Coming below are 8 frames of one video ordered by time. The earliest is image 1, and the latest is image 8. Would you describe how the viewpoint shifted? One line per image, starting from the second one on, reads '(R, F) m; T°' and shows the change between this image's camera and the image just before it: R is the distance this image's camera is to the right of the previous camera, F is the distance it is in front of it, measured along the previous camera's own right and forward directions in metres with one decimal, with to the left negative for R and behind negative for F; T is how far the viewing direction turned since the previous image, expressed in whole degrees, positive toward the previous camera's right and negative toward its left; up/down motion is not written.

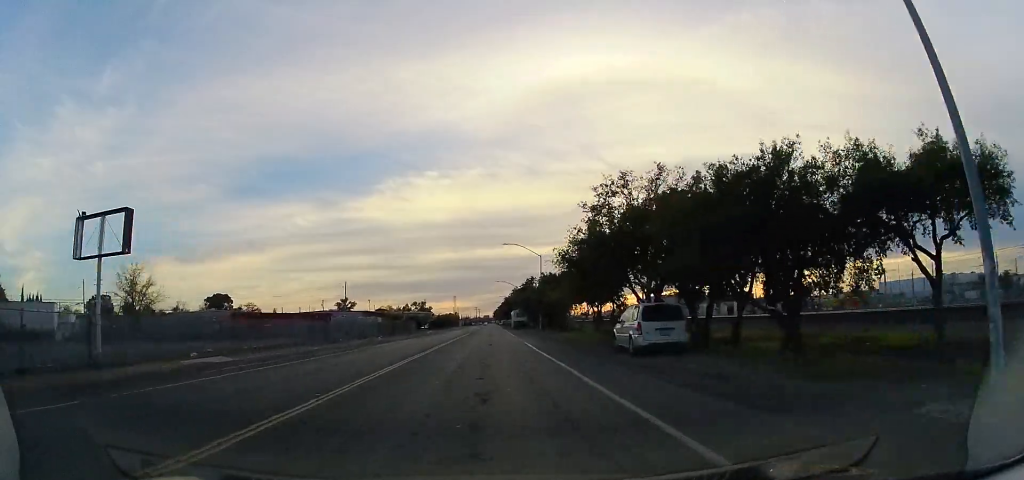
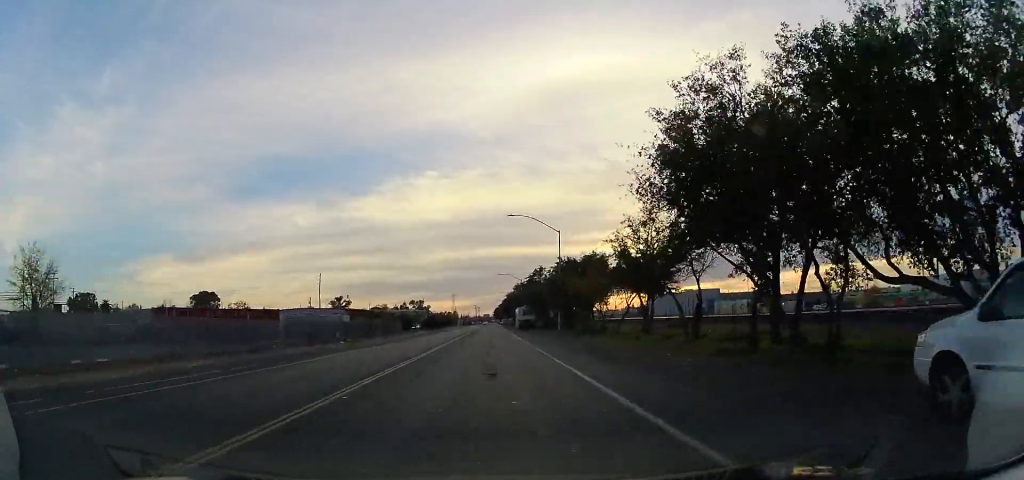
(-0.1, +15.9) m; 0°
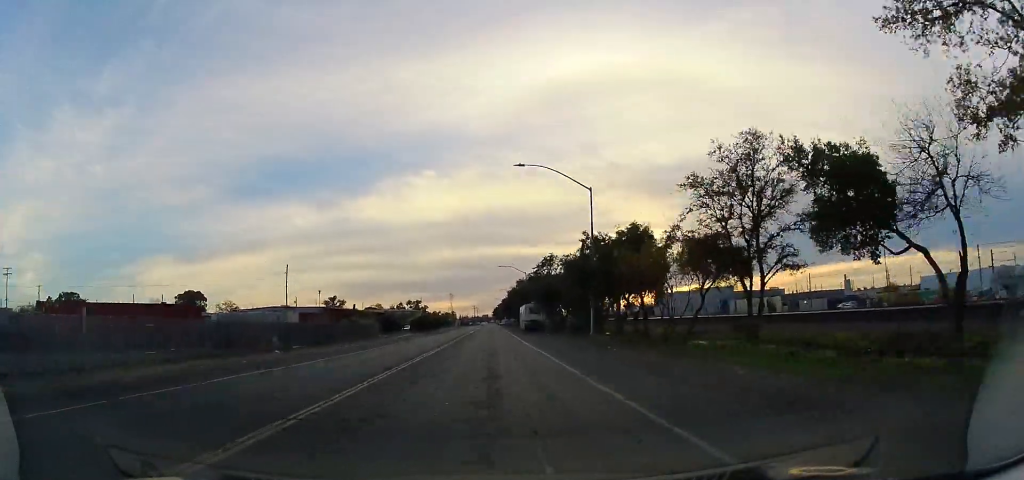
(+0.2, +14.3) m; 0°
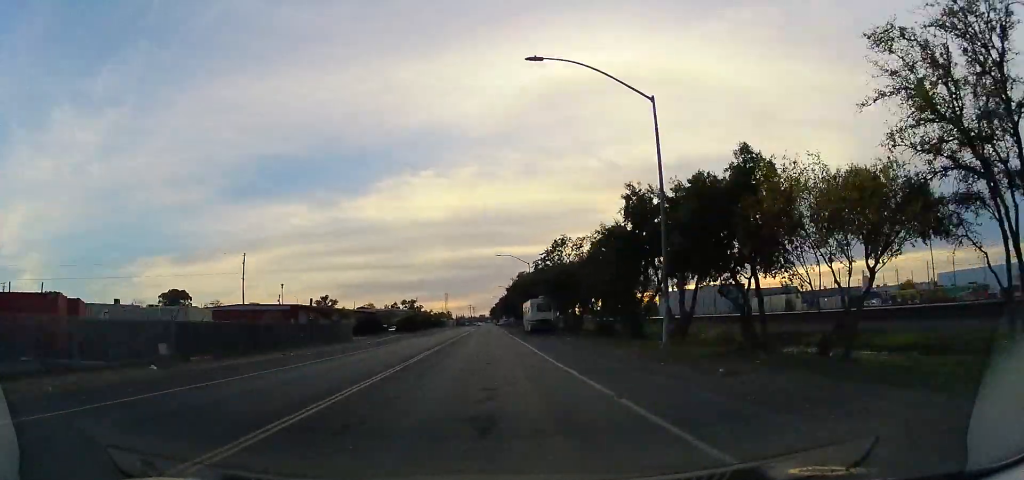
(-0.3, +12.7) m; 0°
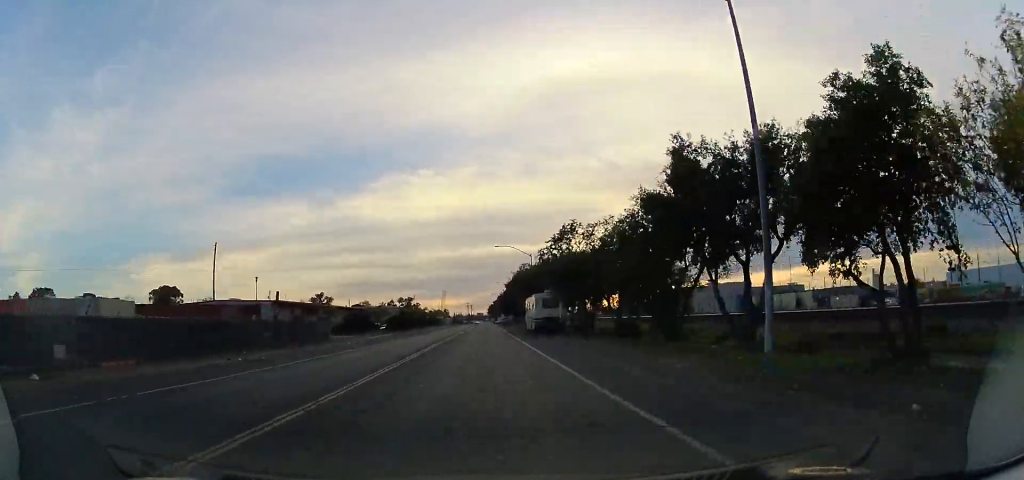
(+0.1, +6.7) m; 0°
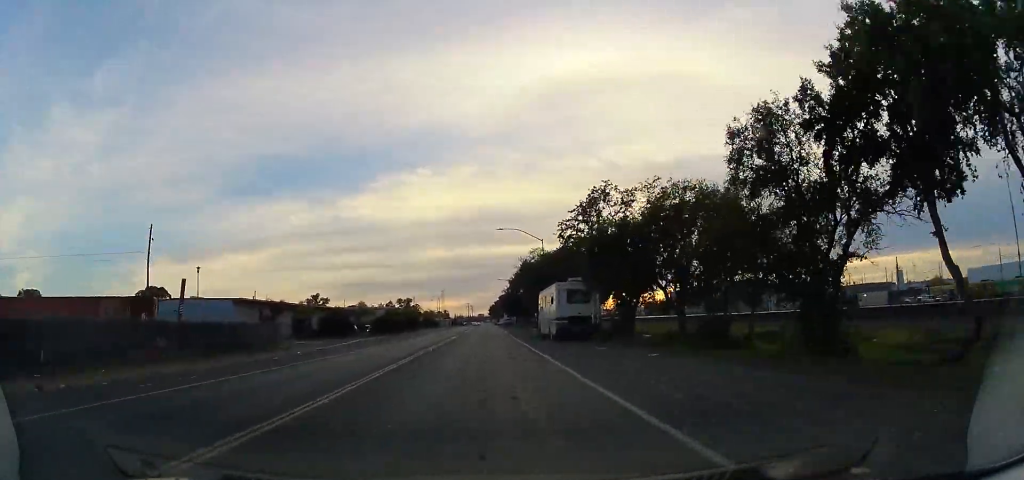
(+0.2, +12.2) m; +1°
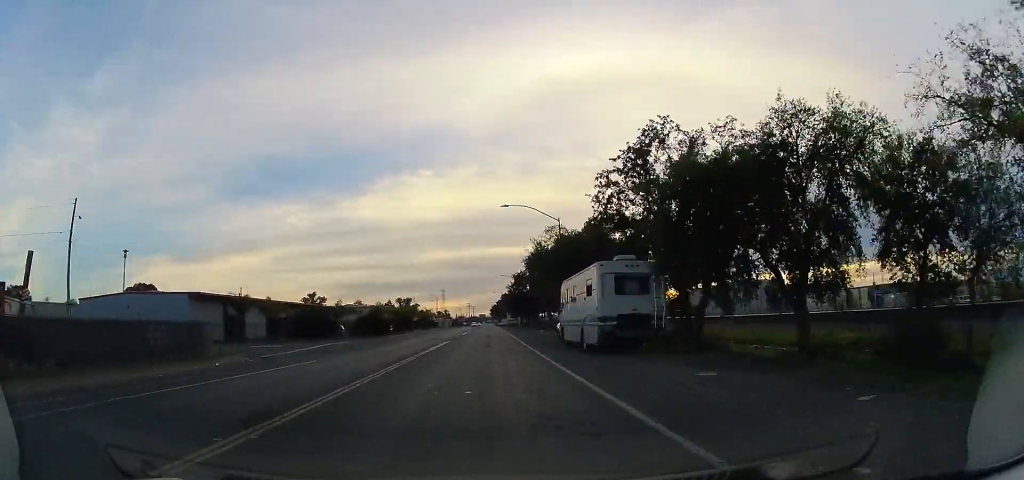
(0.0, +10.6) m; 0°
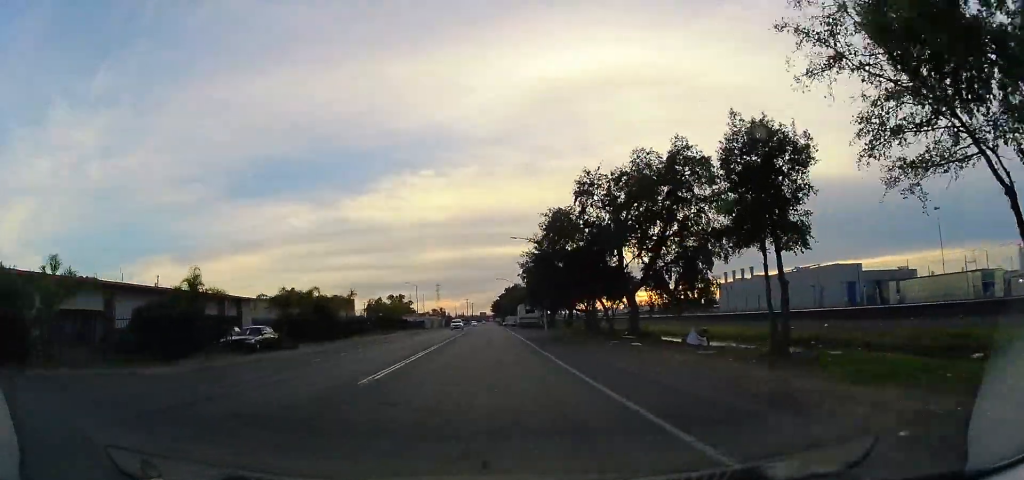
(+0.7, +42.5) m; +1°
